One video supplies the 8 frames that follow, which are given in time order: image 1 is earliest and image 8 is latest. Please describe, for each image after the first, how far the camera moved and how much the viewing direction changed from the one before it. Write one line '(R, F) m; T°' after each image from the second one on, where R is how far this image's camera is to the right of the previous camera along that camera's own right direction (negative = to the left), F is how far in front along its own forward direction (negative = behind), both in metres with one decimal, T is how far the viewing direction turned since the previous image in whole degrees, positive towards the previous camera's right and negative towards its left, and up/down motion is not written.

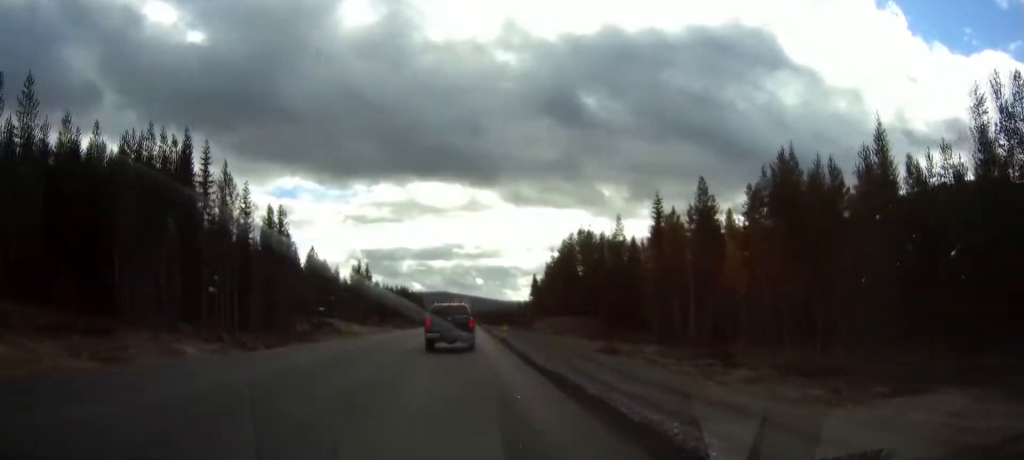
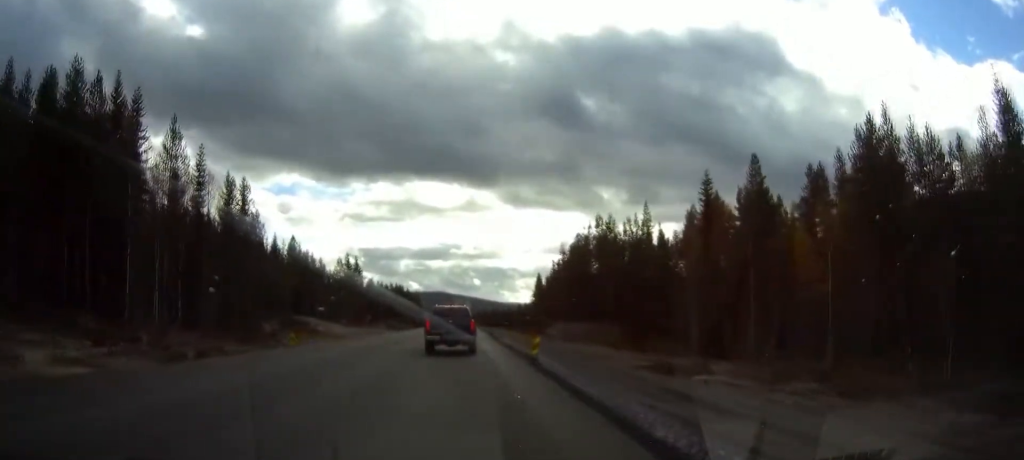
(-0.1, +15.2) m; 0°
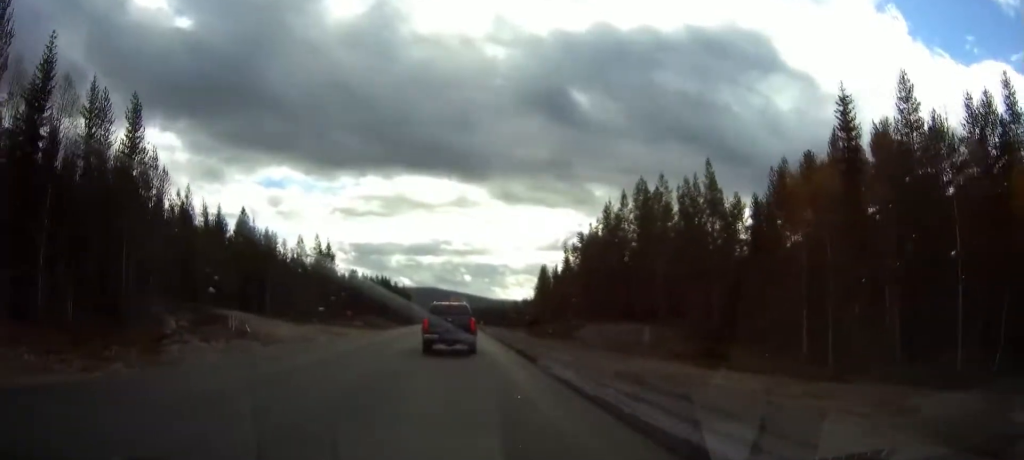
(+0.1, +26.1) m; +1°
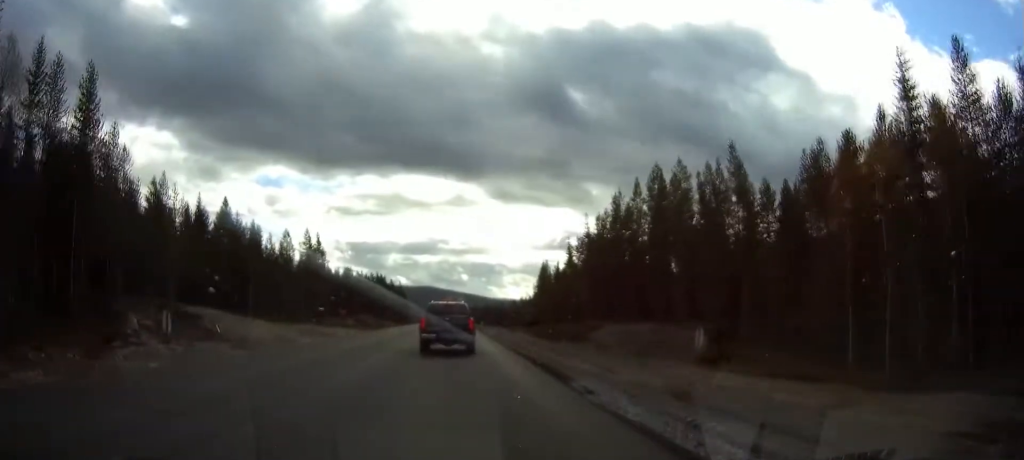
(0.0, +6.9) m; 0°
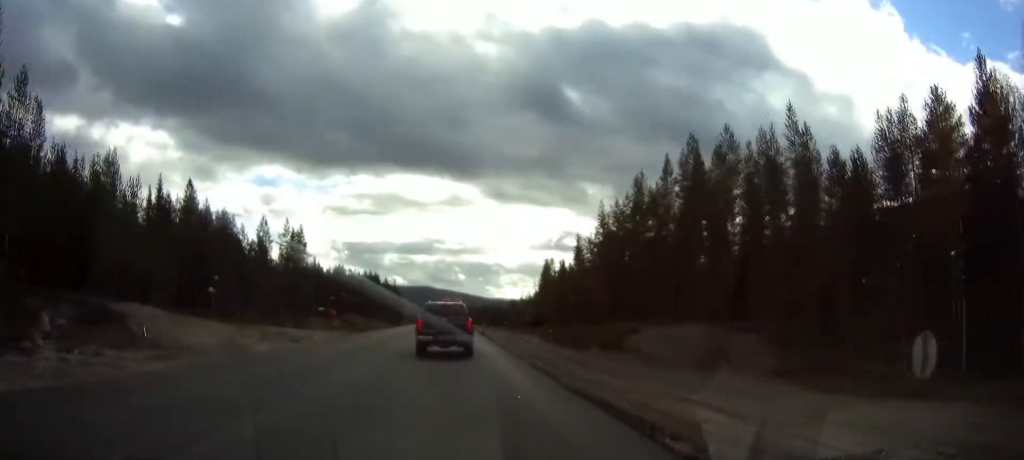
(0.0, +11.8) m; 0°
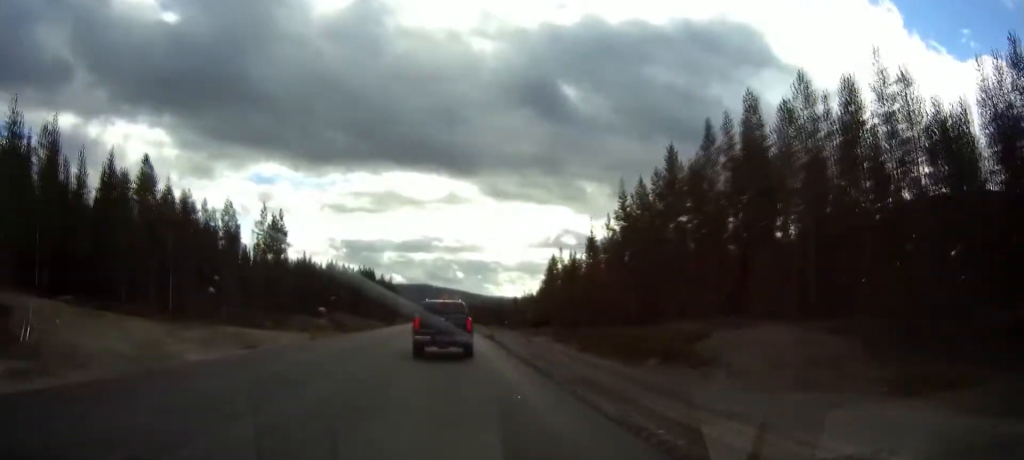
(-0.1, +12.1) m; 0°
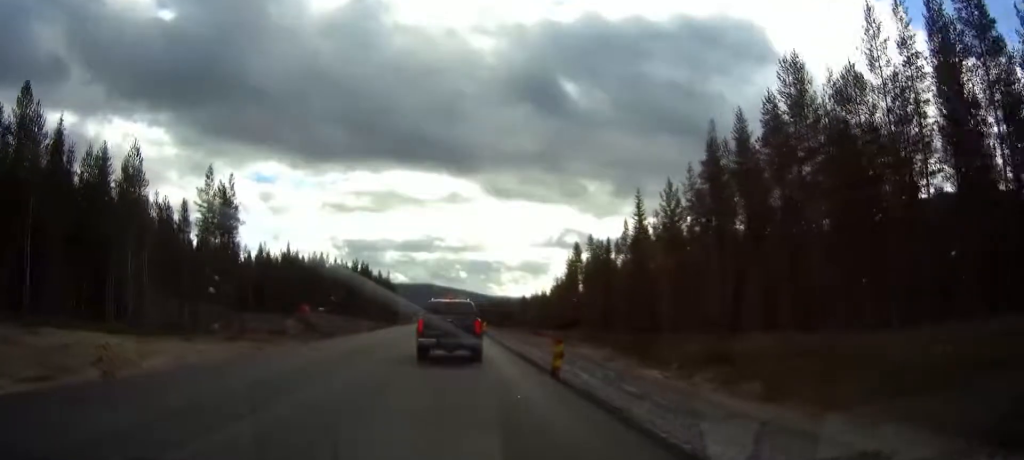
(0.0, +23.7) m; 0°
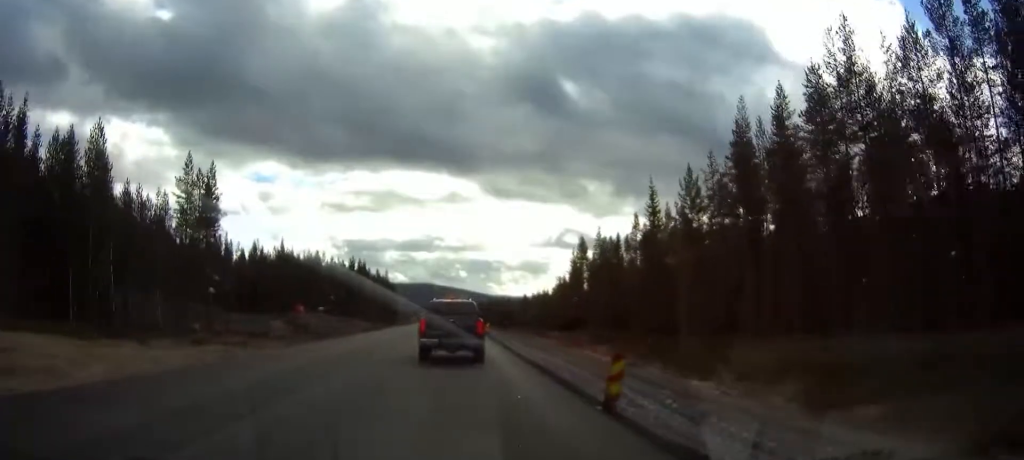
(0.0, +5.9) m; 0°
